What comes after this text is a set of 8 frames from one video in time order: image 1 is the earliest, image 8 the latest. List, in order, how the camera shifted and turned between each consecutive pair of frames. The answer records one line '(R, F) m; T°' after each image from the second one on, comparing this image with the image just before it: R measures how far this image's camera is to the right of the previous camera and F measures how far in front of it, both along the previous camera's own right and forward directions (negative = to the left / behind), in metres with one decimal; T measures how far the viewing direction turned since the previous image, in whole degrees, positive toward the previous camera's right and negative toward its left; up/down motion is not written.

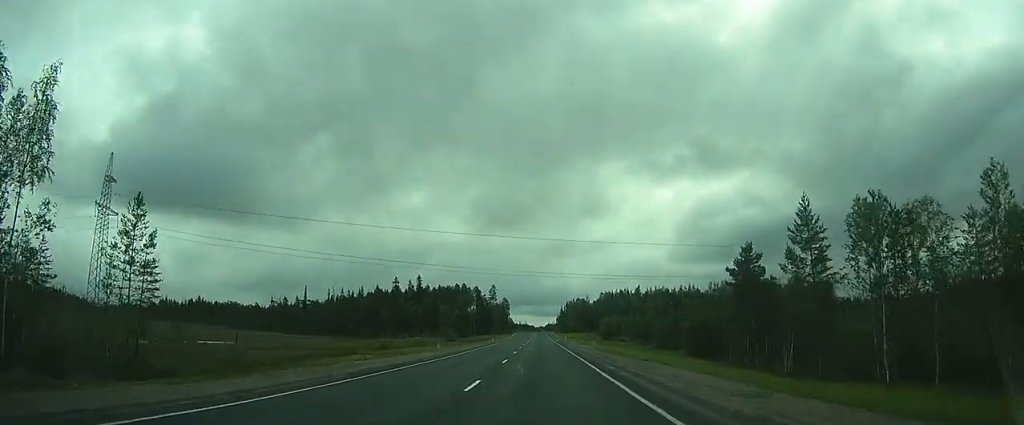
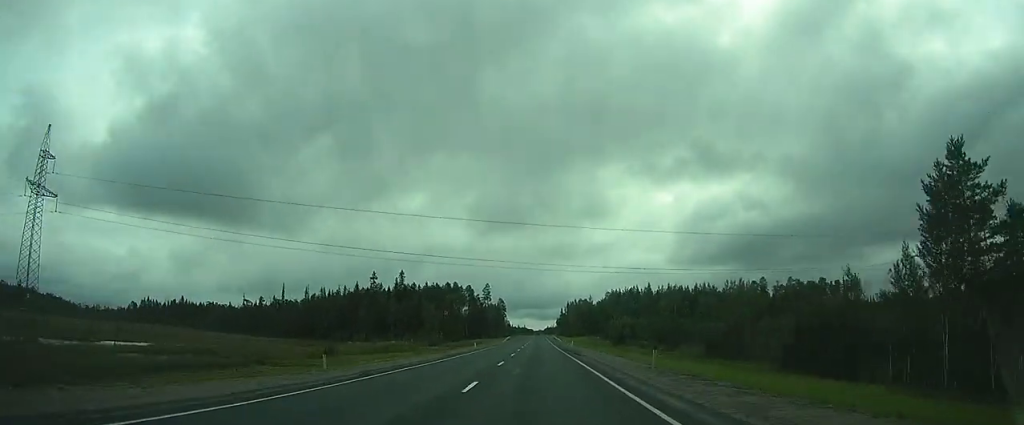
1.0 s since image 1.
(-0.2, +22.6) m; -1°
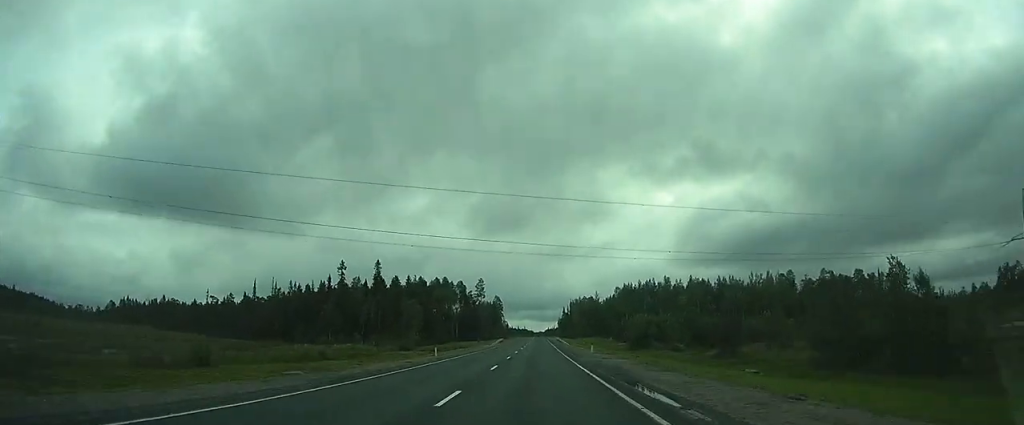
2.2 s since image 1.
(-0.1, +25.7) m; 0°
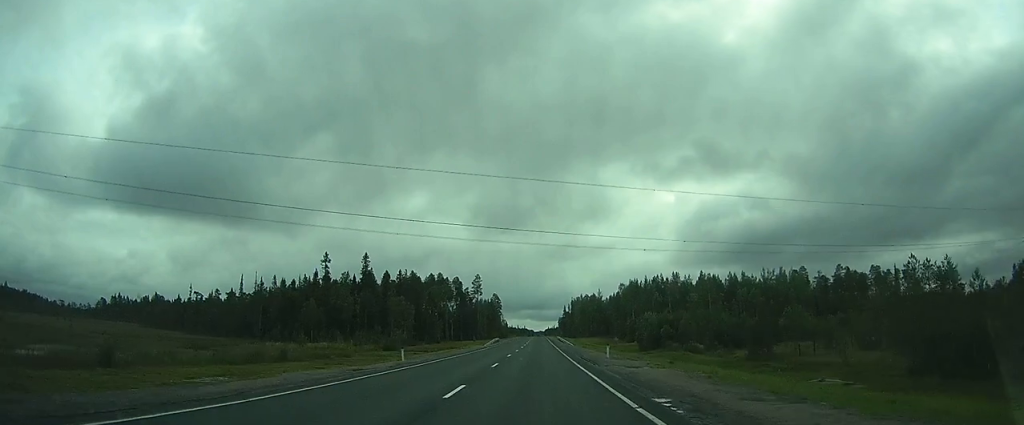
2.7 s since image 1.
(0.0, +10.3) m; 0°
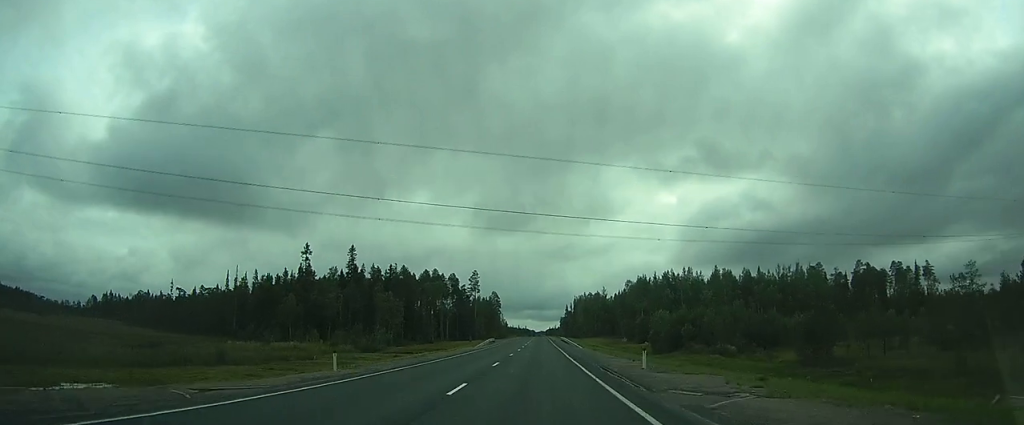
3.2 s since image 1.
(0.0, +11.2) m; 0°
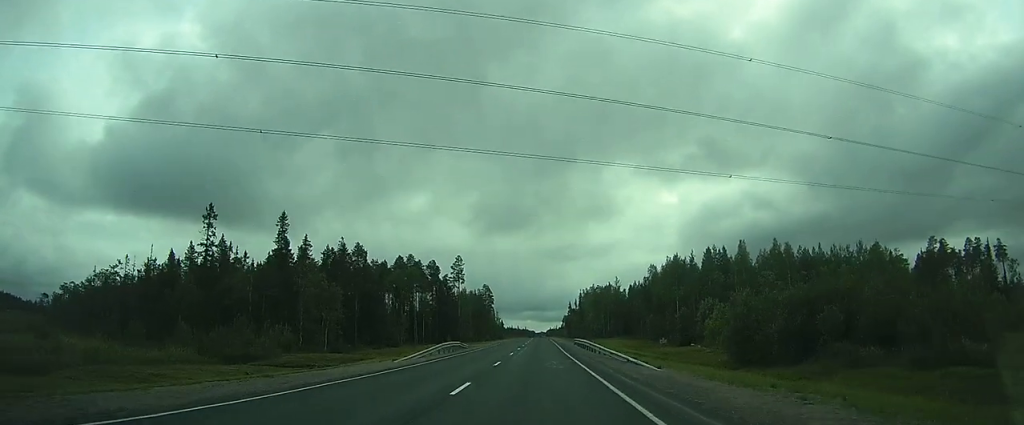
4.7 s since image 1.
(-0.1, +35.4) m; 0°
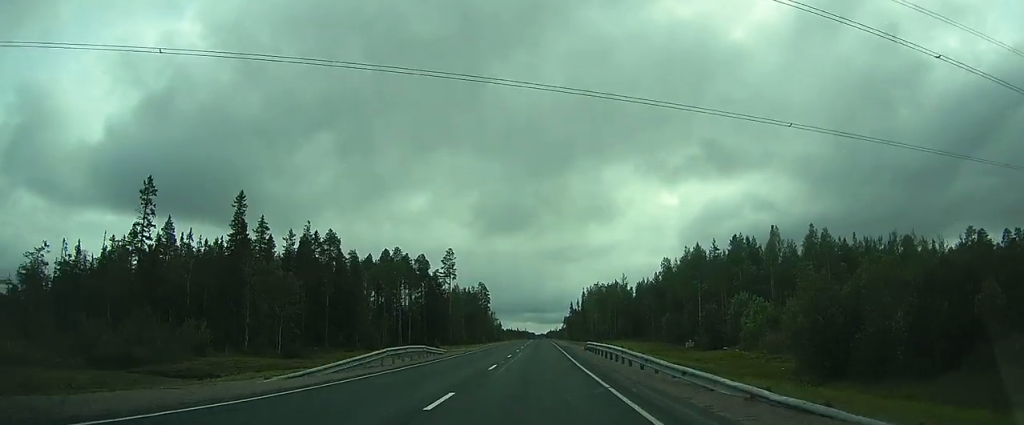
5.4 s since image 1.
(+0.1, +14.4) m; 0°
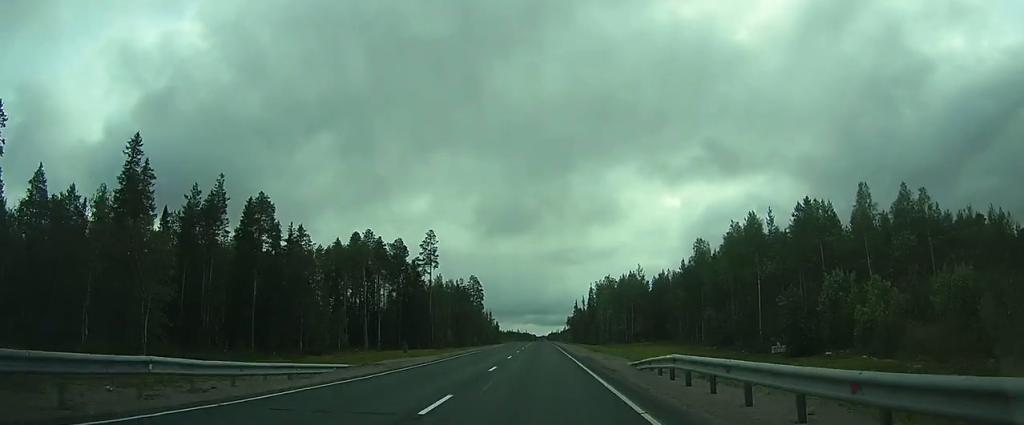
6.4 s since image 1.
(0.0, +24.3) m; 0°
